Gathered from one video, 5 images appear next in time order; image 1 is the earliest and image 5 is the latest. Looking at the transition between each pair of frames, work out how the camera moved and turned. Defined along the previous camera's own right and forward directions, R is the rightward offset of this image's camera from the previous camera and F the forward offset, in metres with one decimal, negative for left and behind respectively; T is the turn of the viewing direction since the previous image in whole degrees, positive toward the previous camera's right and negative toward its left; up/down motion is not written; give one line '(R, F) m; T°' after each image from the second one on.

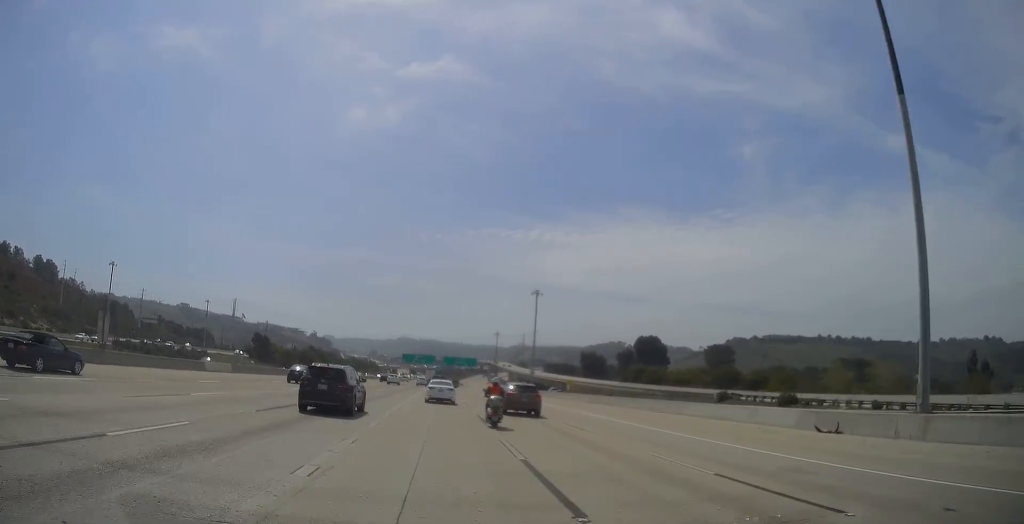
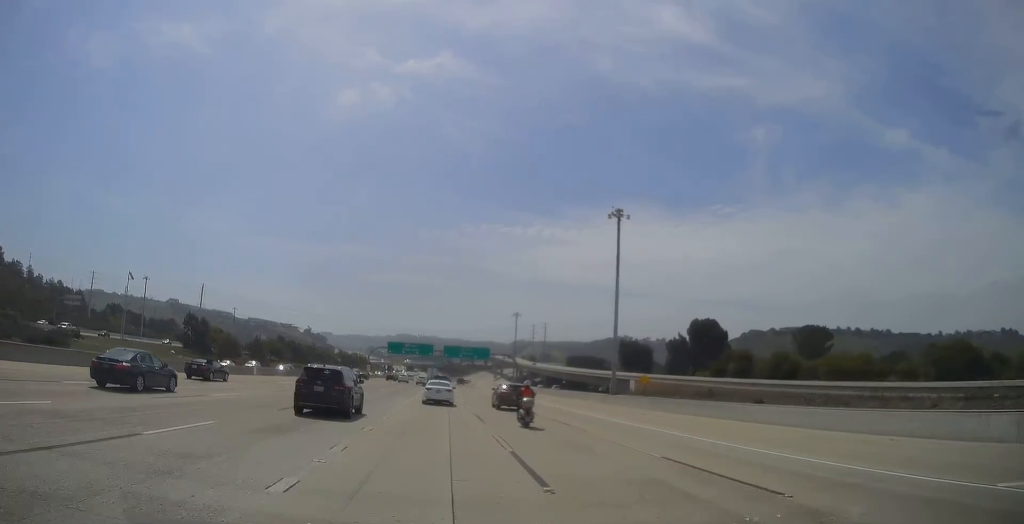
(0.0, +56.3) m; 0°
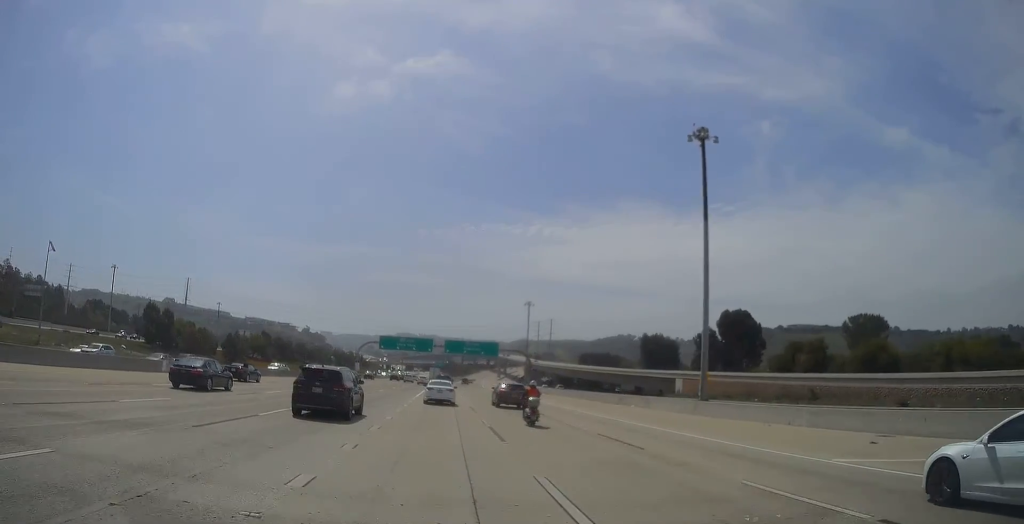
(-0.2, +22.0) m; -1°
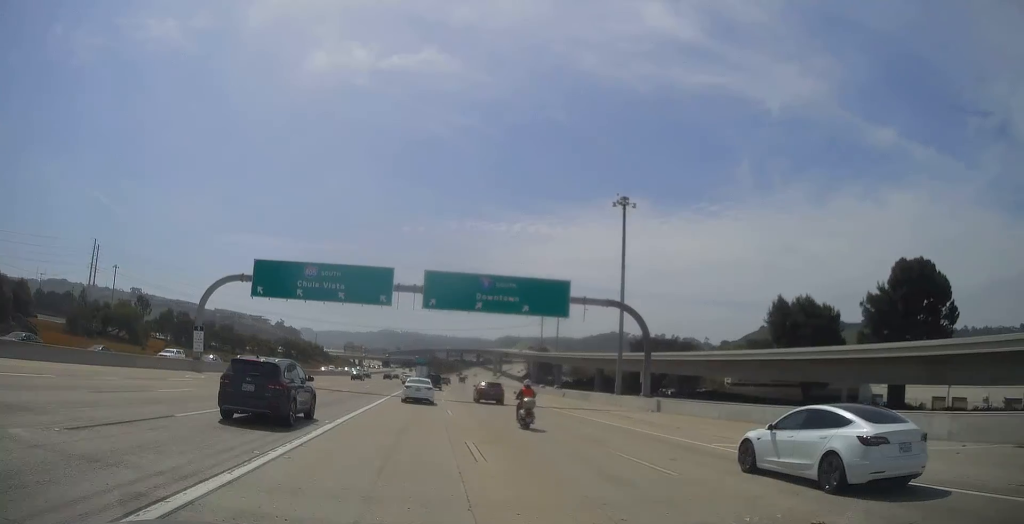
(+0.2, +80.4) m; +1°
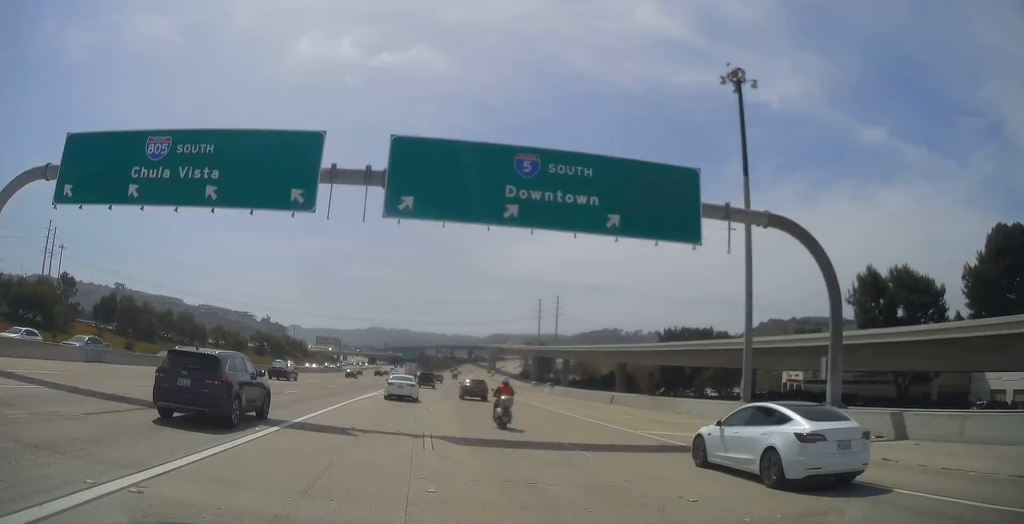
(+0.2, +26.8) m; +1°
